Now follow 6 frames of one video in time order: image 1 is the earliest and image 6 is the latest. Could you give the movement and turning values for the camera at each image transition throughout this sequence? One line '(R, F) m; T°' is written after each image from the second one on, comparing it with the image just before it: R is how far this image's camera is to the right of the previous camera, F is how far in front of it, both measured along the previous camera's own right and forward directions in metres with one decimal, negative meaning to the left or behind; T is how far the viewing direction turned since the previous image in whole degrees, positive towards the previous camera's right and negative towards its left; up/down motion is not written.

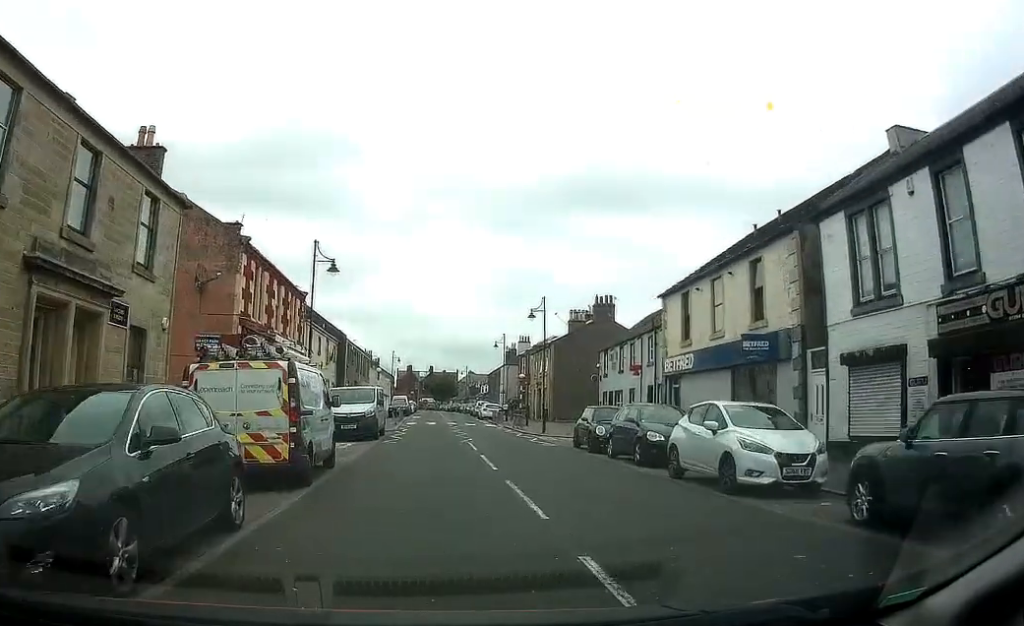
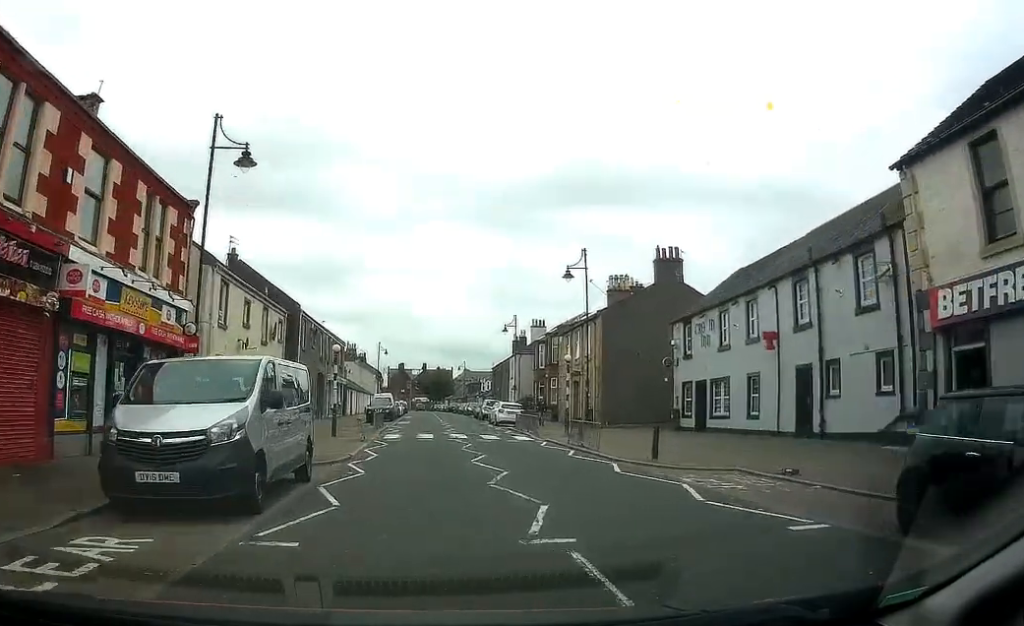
(-0.6, +17.3) m; 0°
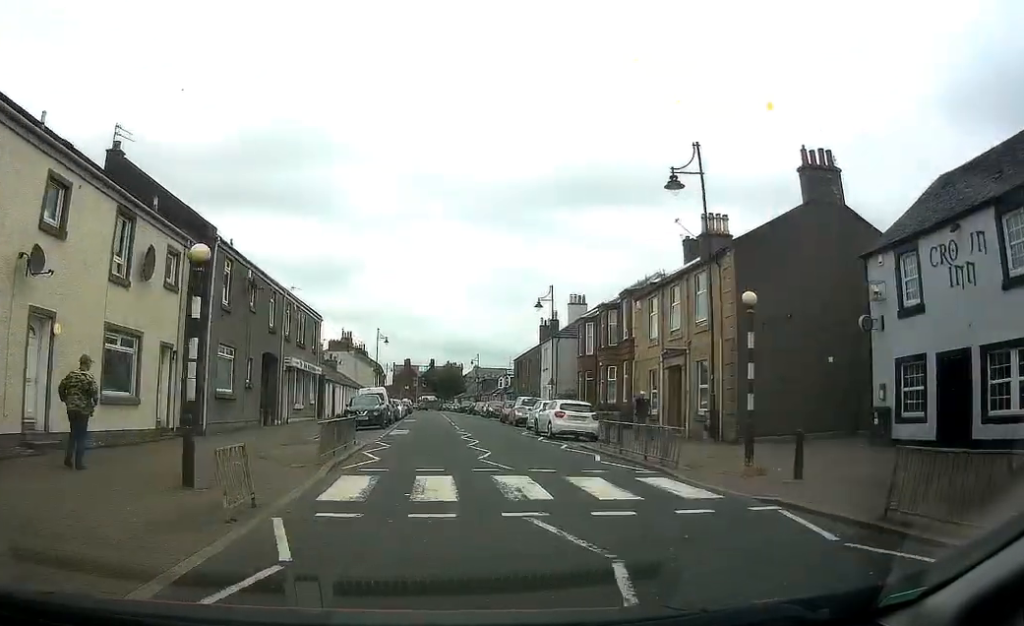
(-0.2, +16.9) m; -3°
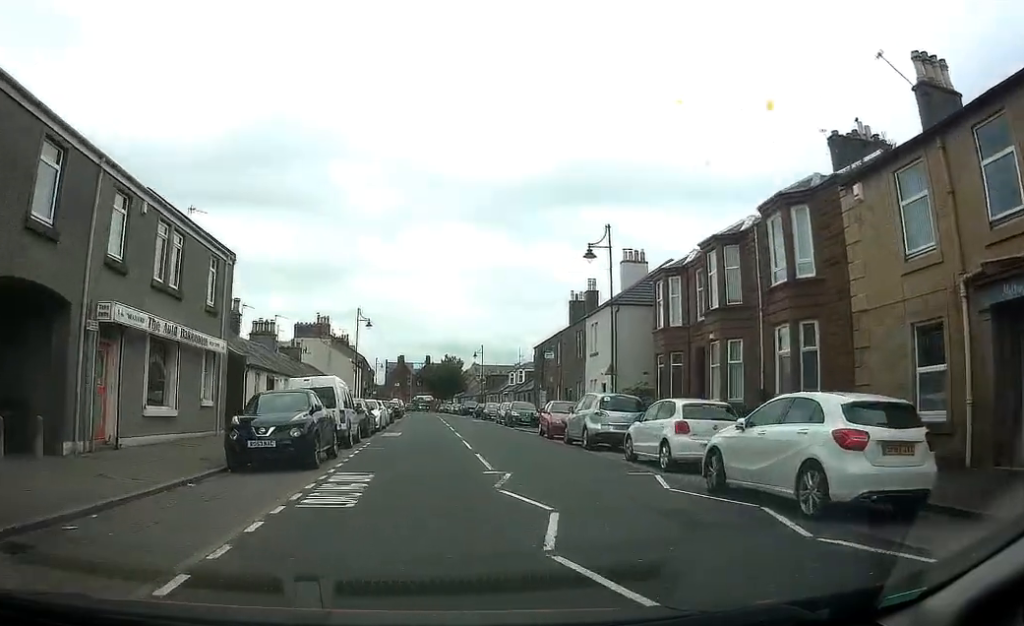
(+0.3, +18.1) m; +2°
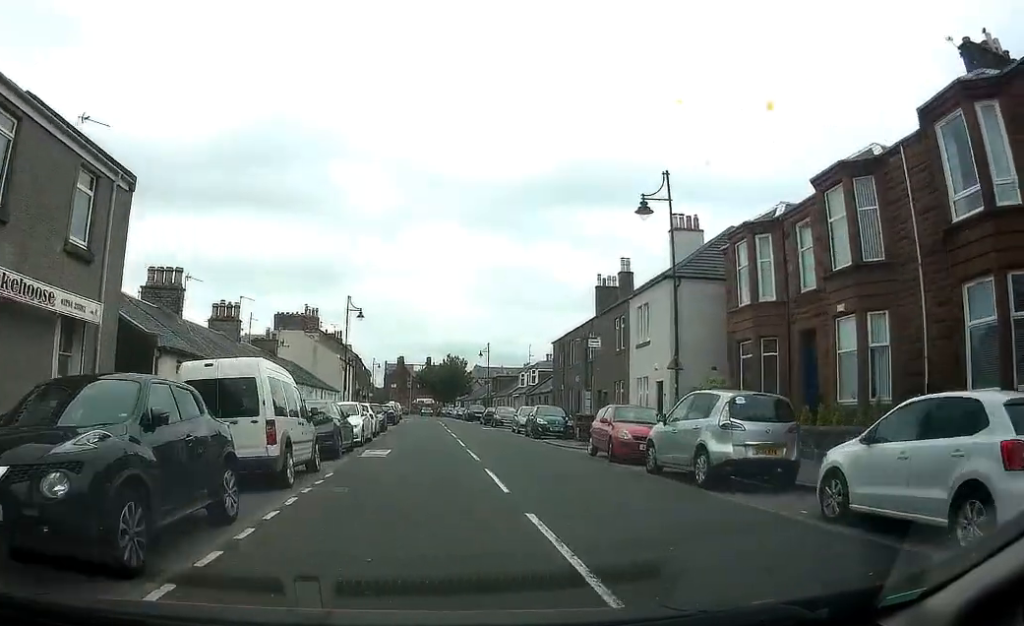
(+0.1, +8.9) m; -1°
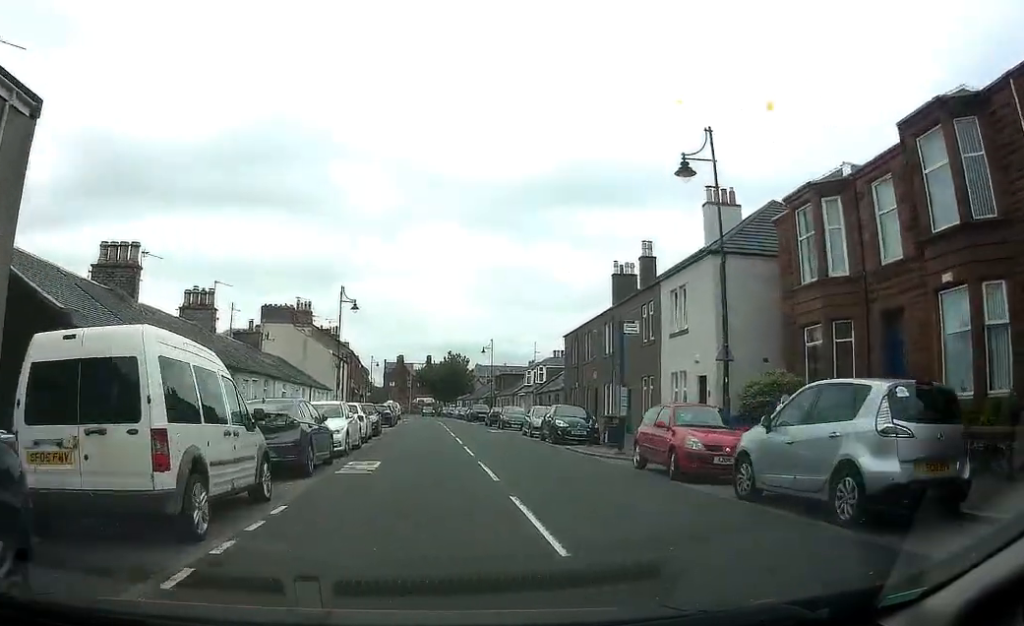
(-0.3, +4.5) m; 0°
